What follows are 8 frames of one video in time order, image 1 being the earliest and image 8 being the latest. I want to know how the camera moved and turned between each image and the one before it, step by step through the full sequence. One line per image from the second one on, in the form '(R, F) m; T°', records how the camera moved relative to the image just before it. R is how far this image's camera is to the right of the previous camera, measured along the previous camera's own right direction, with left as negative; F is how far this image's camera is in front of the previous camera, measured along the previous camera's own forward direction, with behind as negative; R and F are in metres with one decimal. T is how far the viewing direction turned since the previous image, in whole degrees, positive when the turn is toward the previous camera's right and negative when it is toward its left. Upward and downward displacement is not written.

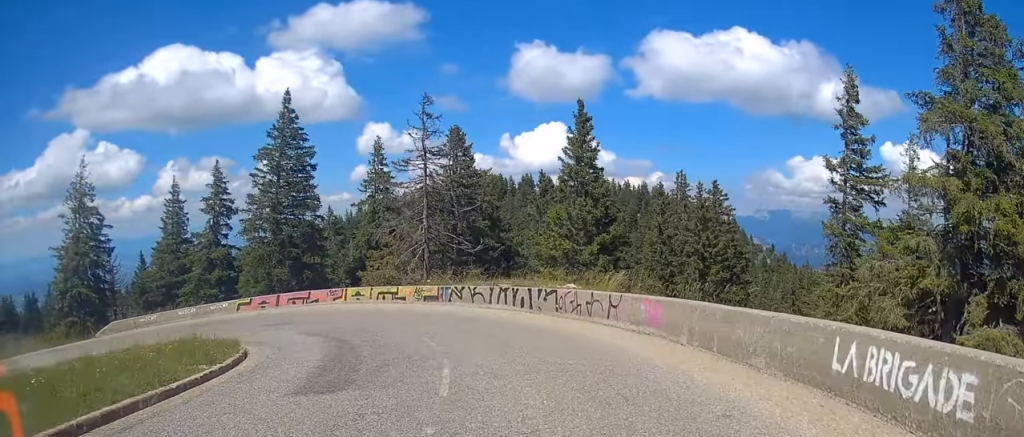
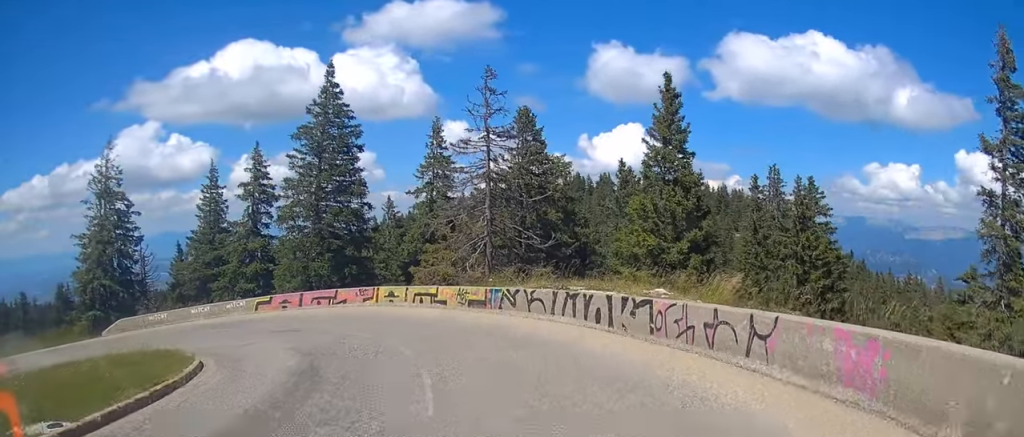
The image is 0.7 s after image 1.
(-0.3, +5.2) m; -8°
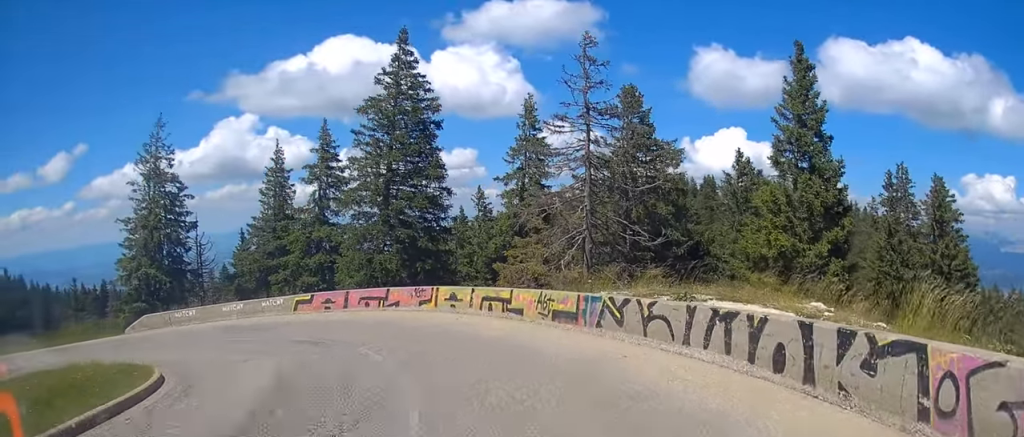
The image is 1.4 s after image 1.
(-0.2, +5.1) m; -9°
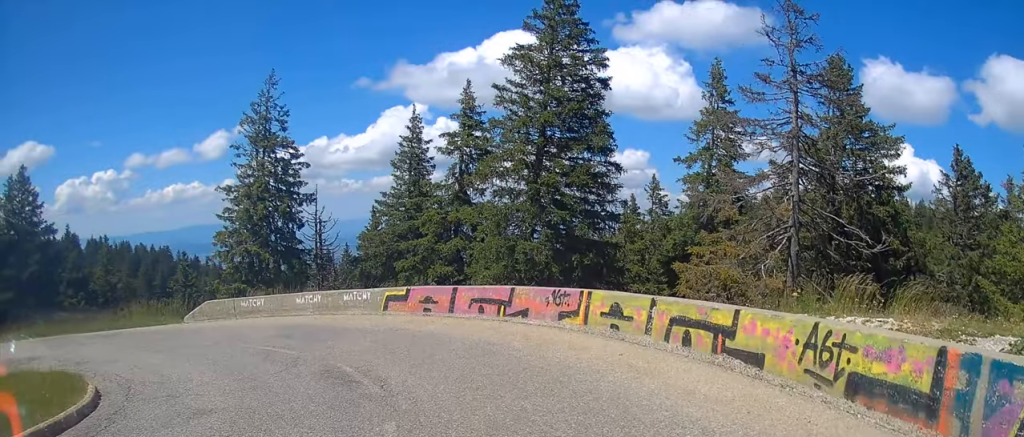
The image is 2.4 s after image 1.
(-1.0, +7.0) m; -22°
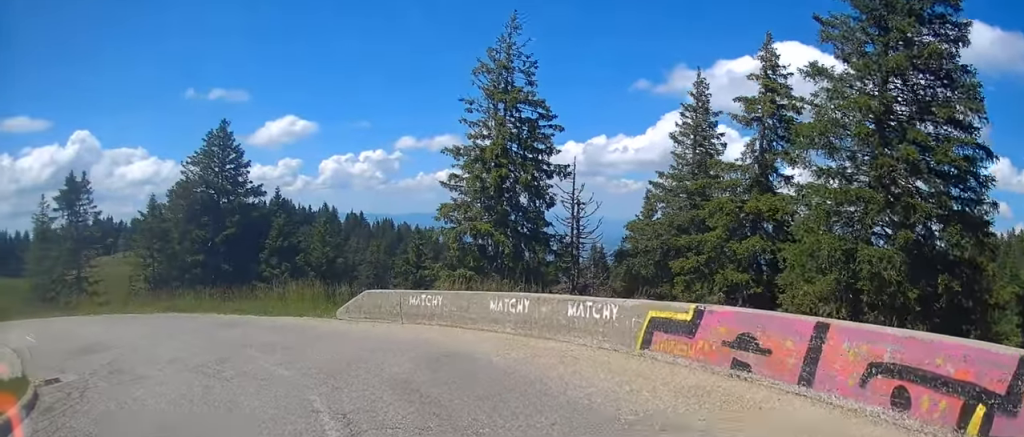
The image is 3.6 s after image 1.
(-2.3, +7.9) m; -25°
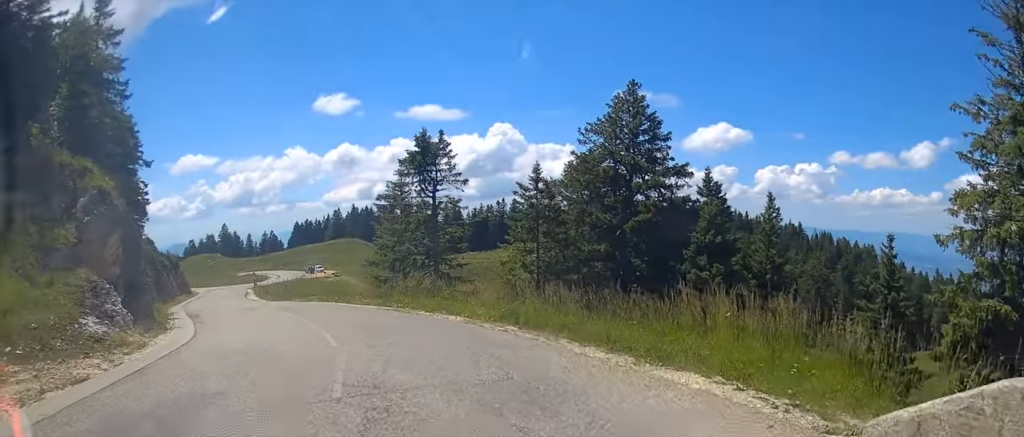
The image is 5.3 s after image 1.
(-2.8, +11.0) m; -28°
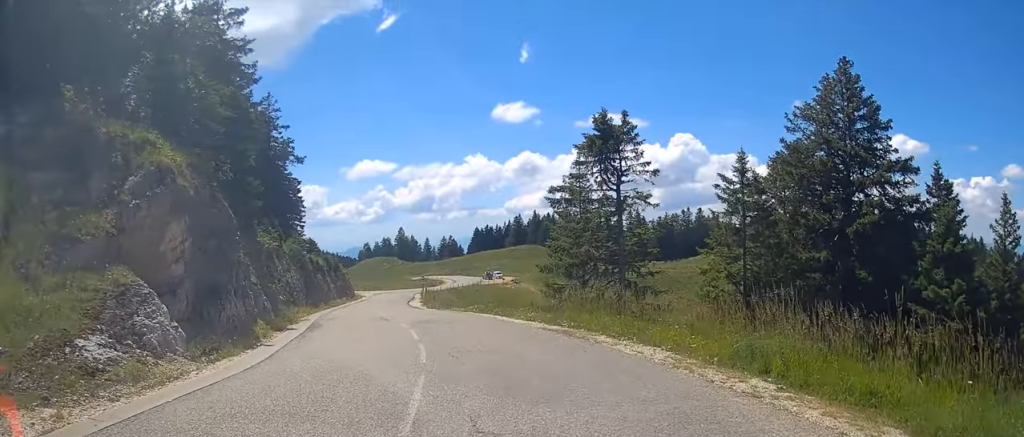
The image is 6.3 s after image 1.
(-0.5, +6.5) m; -14°
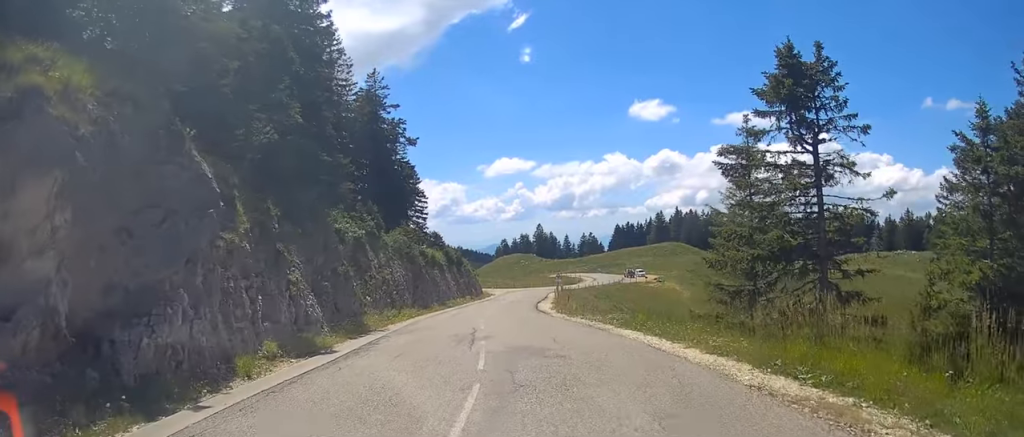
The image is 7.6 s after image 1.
(-1.4, +9.5) m; -10°
